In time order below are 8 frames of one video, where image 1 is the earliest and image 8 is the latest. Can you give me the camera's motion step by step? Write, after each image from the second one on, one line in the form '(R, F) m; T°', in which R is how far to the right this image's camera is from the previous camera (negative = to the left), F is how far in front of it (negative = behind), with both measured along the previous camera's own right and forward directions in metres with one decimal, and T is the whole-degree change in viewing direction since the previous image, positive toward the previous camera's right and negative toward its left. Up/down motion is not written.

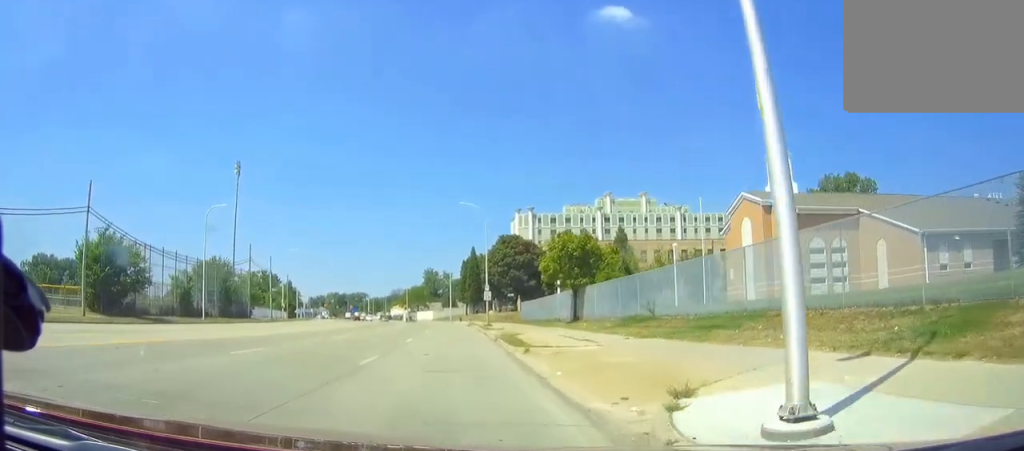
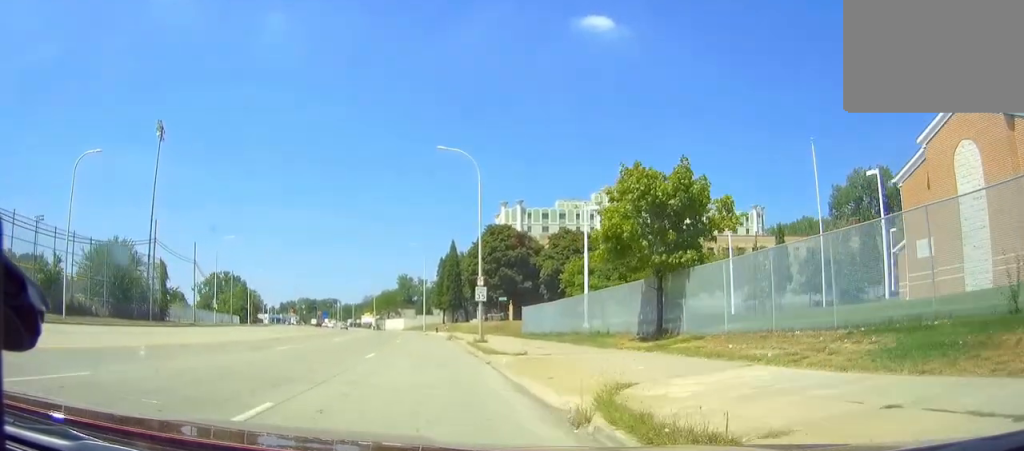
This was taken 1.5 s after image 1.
(+0.7, +22.7) m; +2°
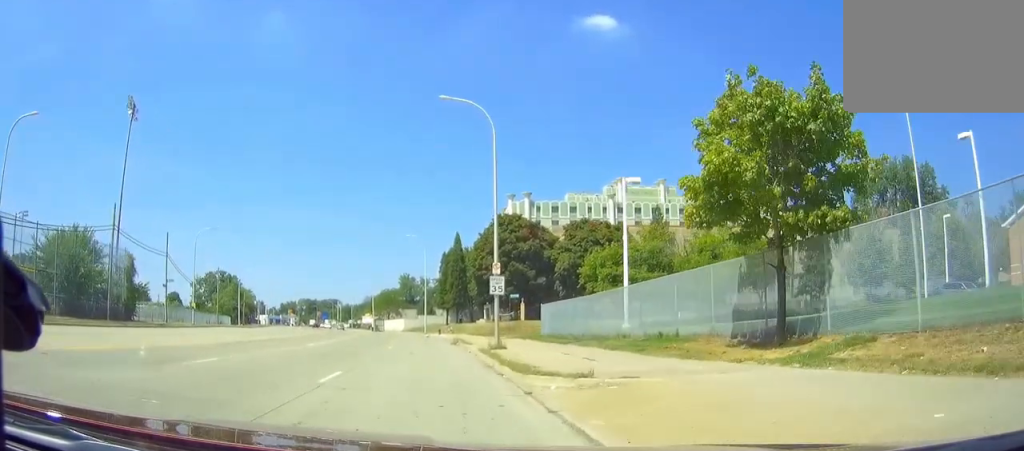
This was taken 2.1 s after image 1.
(0.0, +9.0) m; -1°
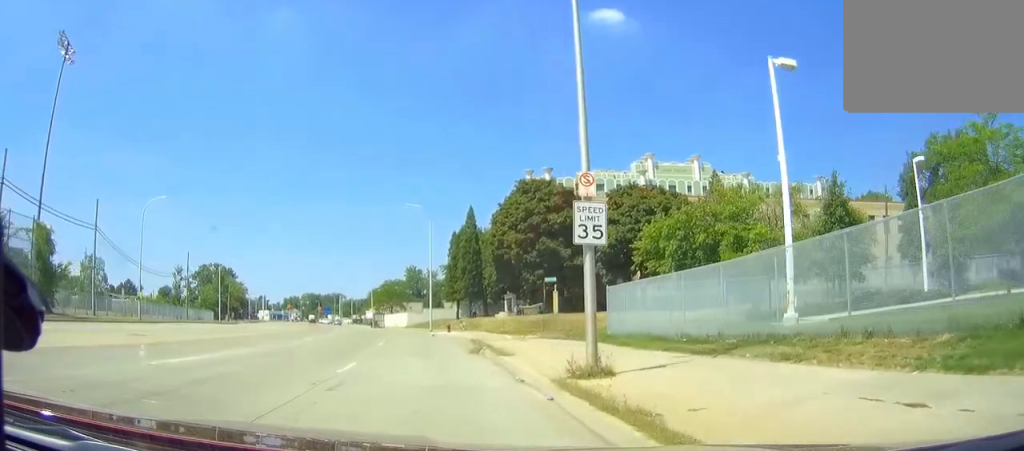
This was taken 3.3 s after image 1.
(-0.2, +17.1) m; -1°
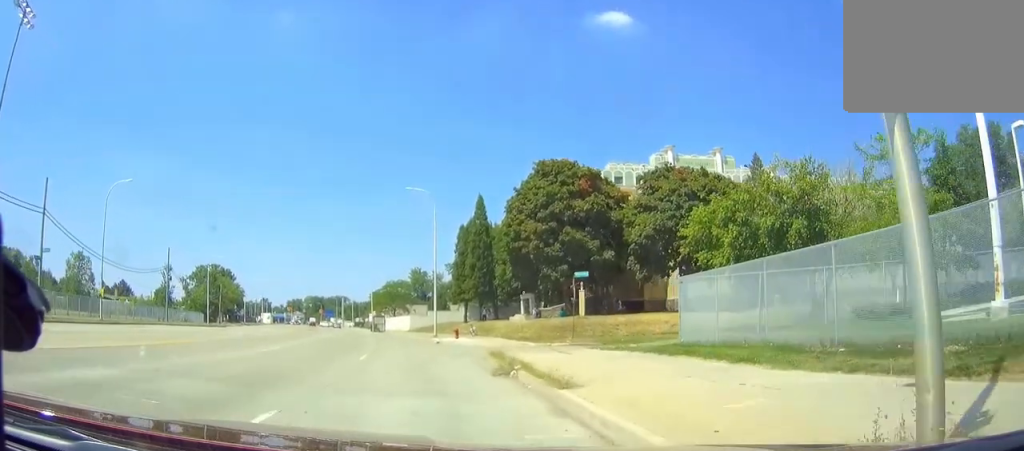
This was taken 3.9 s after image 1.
(-0.1, +9.2) m; -1°
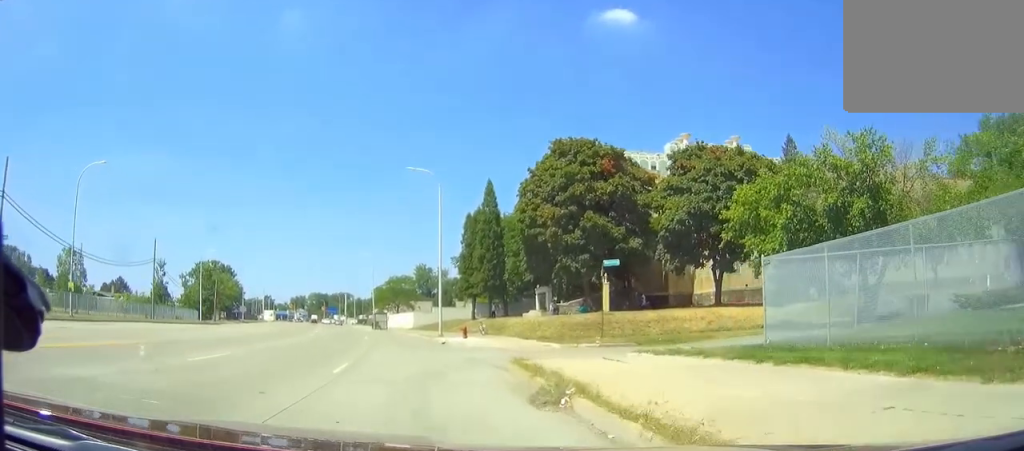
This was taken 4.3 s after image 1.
(0.0, +5.9) m; 0°
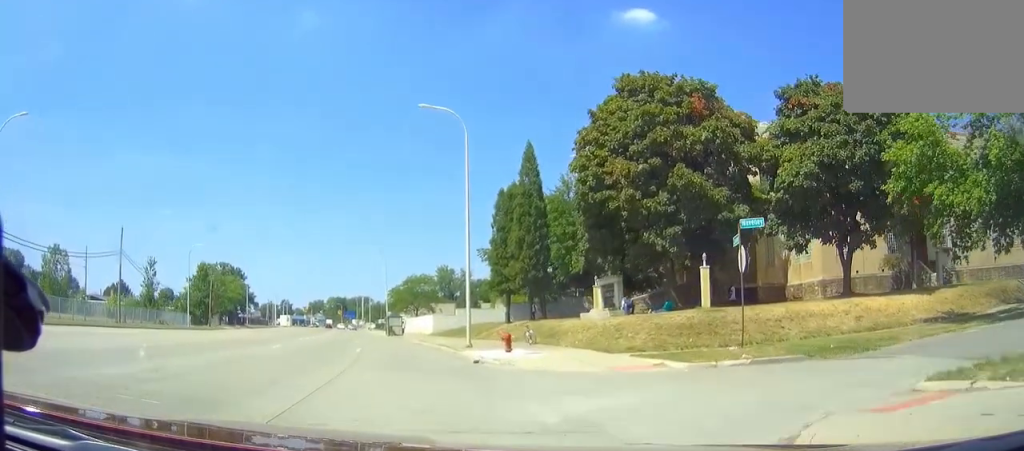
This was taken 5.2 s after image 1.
(-0.1, +13.6) m; -2°
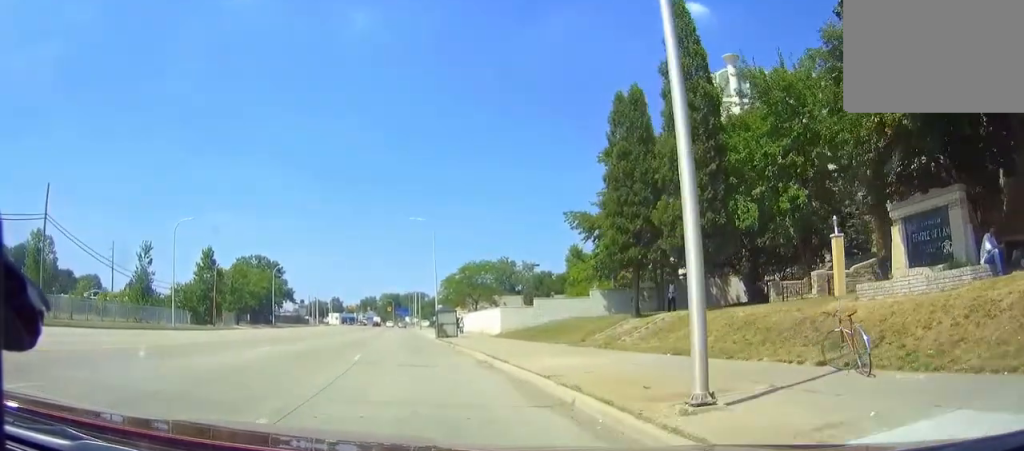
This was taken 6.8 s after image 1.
(-0.7, +22.7) m; -3°
